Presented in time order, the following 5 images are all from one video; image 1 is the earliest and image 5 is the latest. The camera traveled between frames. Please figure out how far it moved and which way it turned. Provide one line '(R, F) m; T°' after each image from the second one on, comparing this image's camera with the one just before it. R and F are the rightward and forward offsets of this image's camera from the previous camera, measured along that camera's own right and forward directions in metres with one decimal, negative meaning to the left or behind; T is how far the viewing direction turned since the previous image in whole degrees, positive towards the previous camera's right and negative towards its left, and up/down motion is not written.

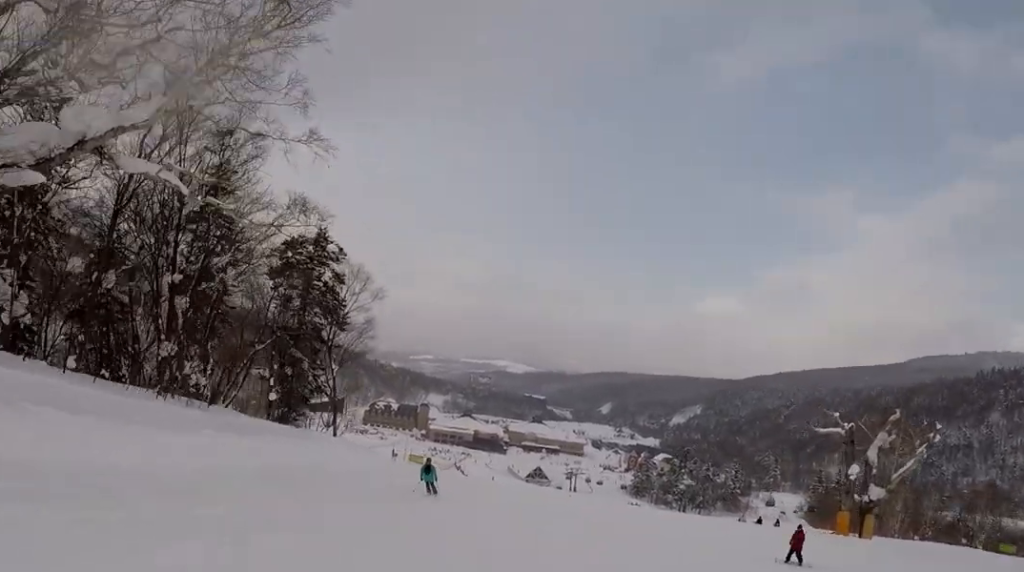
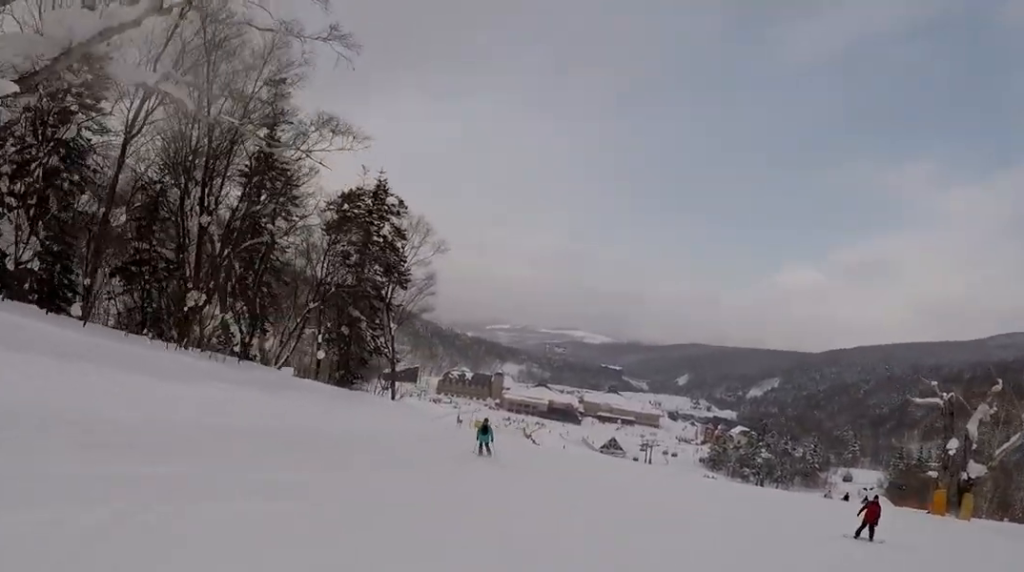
(0.0, +3.4) m; +2°
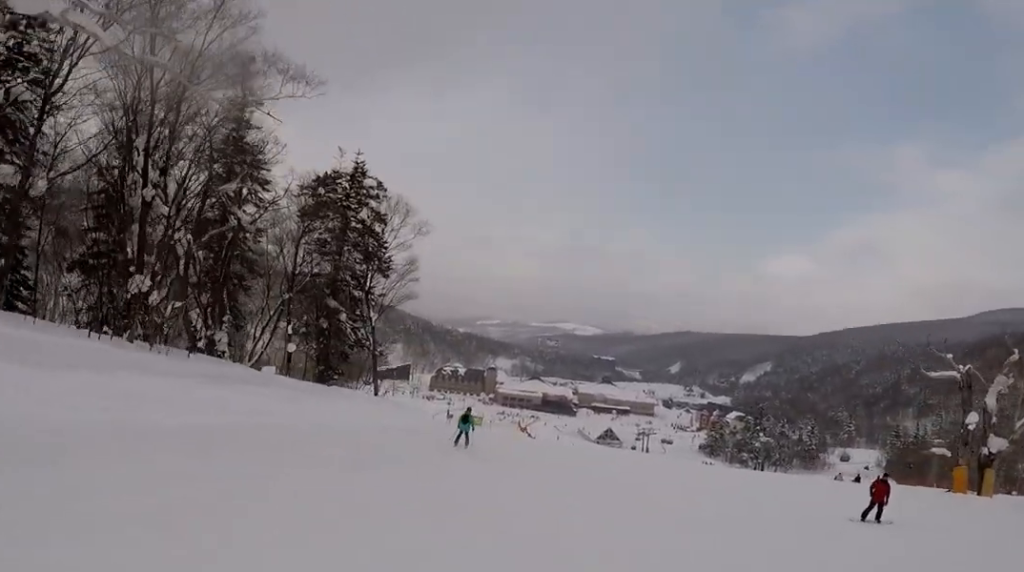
(-0.2, +3.2) m; +3°
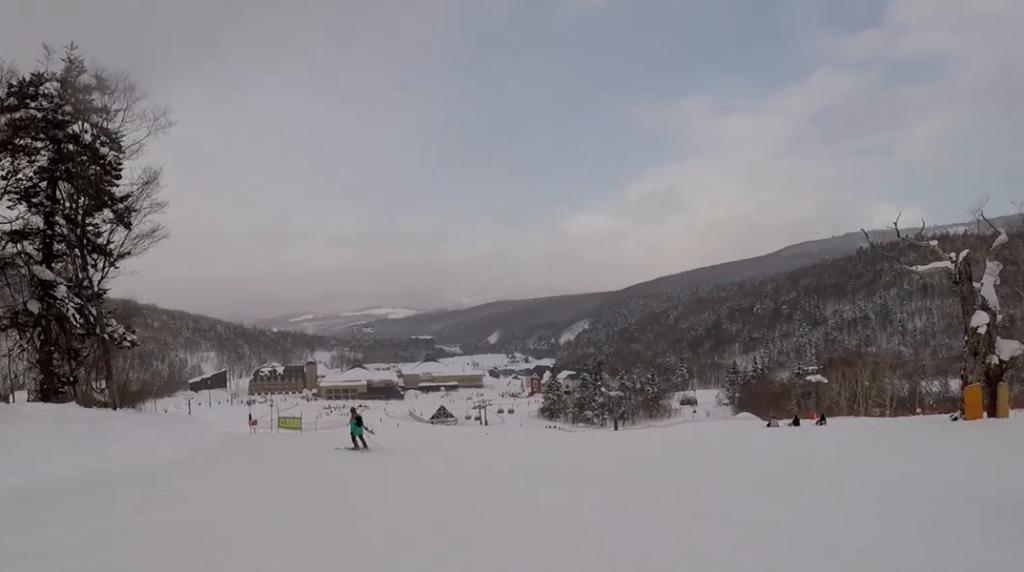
(+2.9, +15.3) m; +2°
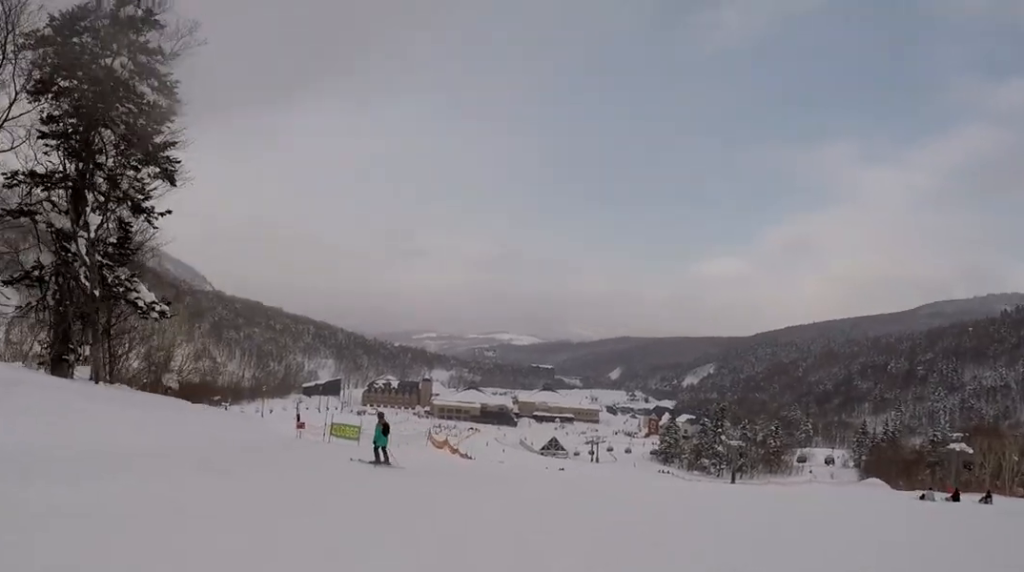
(-1.3, +4.7) m; -14°
